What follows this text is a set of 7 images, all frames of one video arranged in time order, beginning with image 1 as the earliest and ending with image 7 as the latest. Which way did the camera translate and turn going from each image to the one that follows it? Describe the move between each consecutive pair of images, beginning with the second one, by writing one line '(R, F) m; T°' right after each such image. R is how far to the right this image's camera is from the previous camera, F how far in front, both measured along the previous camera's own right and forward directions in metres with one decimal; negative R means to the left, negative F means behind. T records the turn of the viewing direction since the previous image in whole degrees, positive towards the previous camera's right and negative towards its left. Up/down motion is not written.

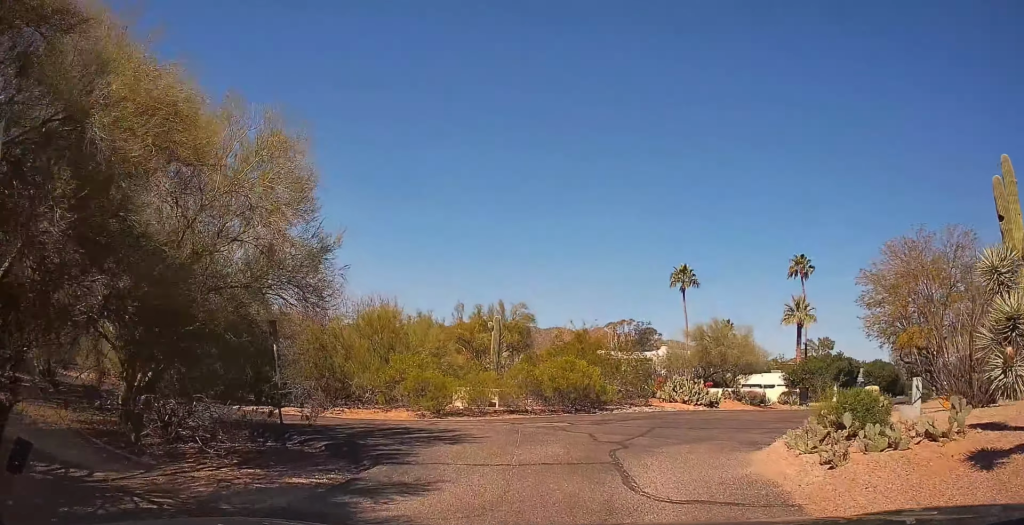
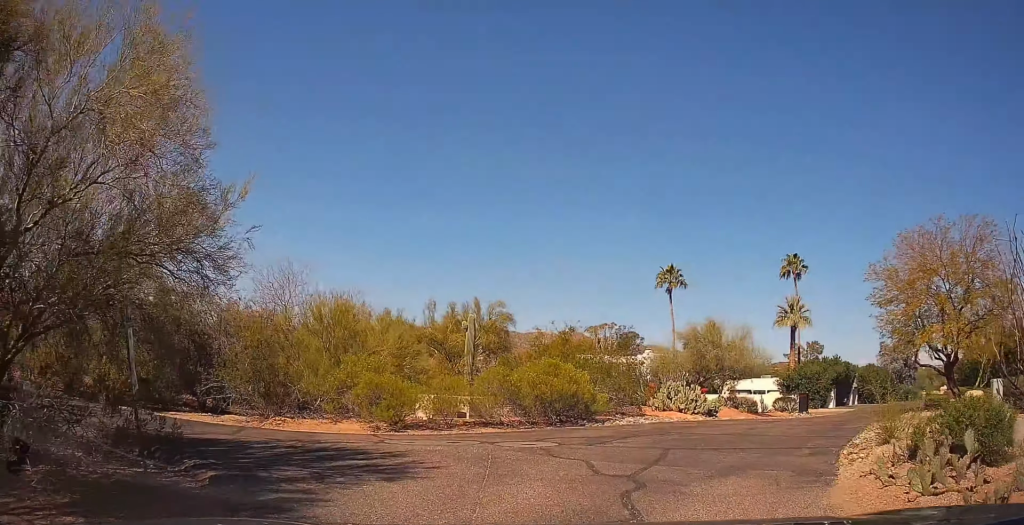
(-0.2, +3.2) m; 0°
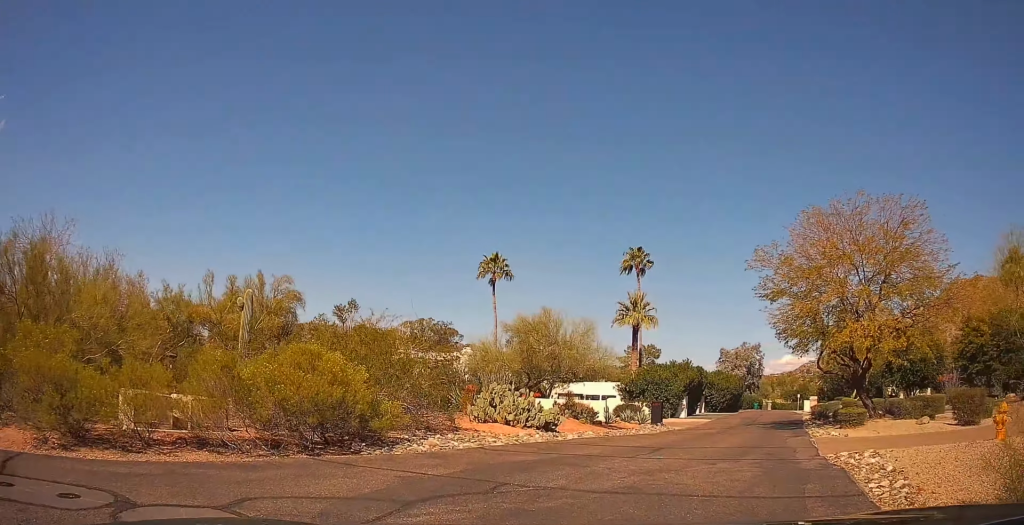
(+0.6, +6.6) m; +15°
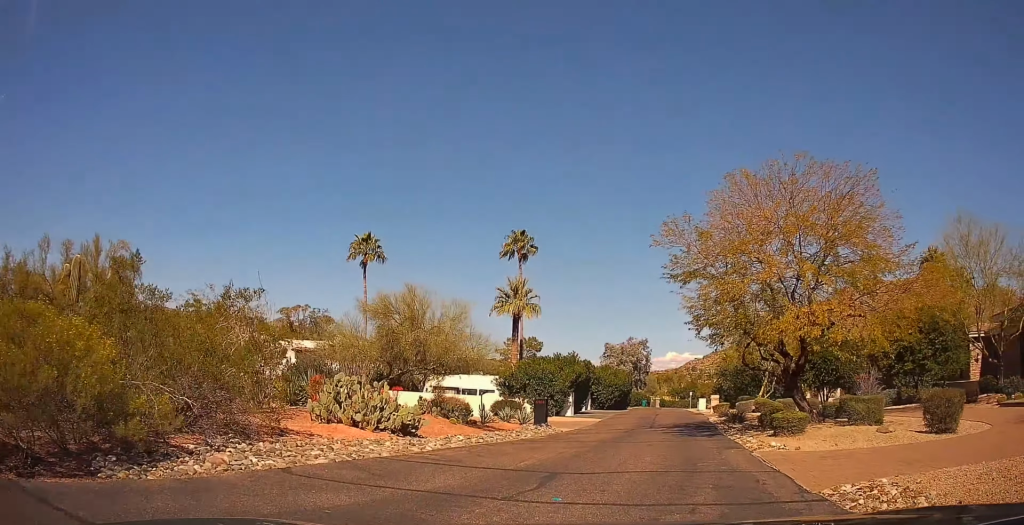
(+0.5, +4.2) m; +13°
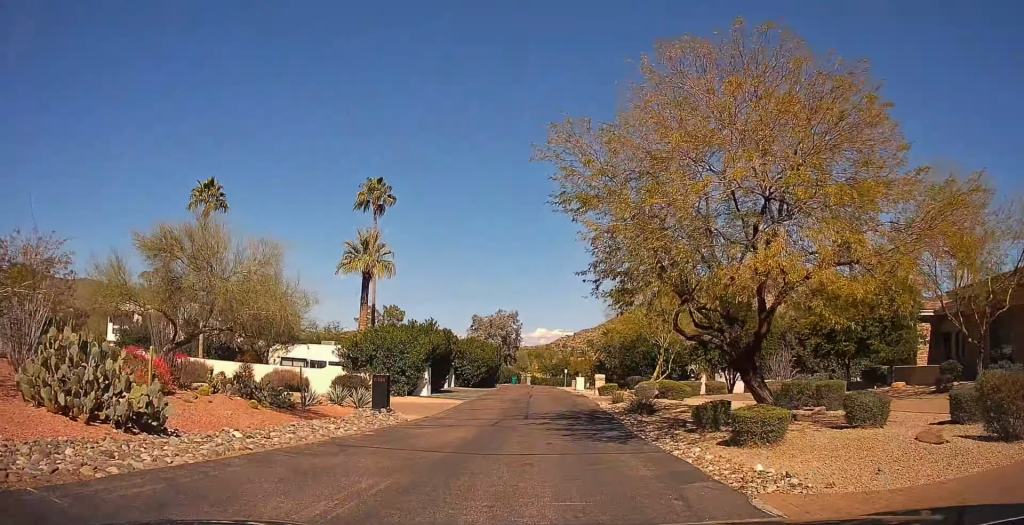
(+0.9, +6.4) m; +10°
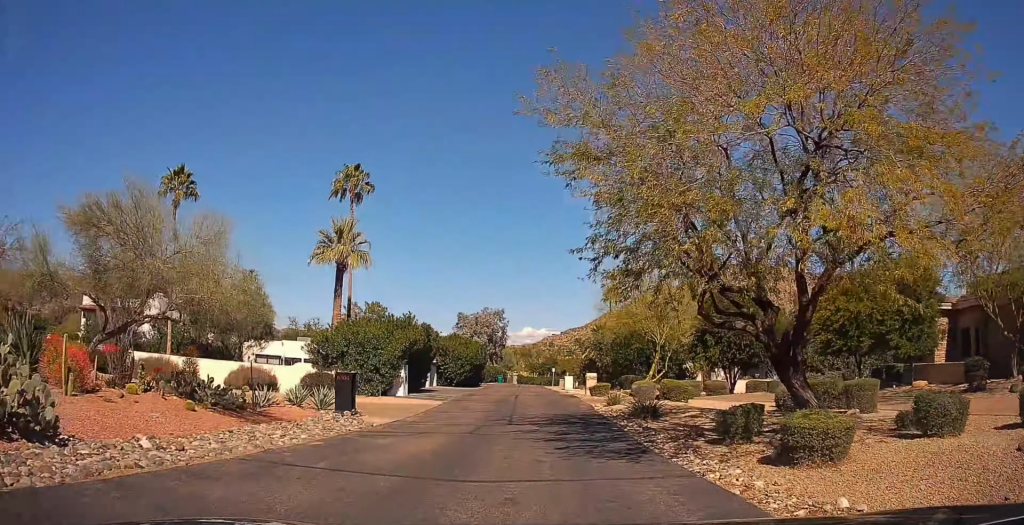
(+0.2, +2.5) m; 0°
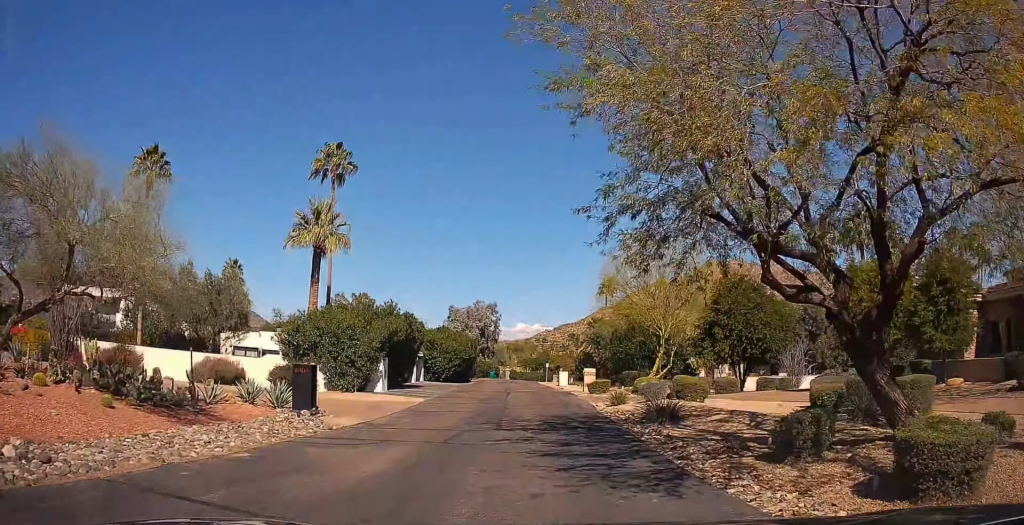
(-0.1, +2.8) m; 0°
